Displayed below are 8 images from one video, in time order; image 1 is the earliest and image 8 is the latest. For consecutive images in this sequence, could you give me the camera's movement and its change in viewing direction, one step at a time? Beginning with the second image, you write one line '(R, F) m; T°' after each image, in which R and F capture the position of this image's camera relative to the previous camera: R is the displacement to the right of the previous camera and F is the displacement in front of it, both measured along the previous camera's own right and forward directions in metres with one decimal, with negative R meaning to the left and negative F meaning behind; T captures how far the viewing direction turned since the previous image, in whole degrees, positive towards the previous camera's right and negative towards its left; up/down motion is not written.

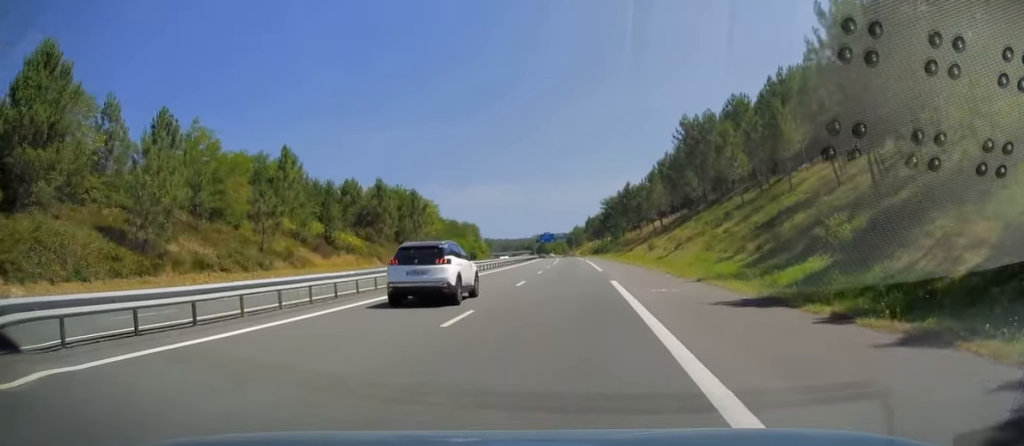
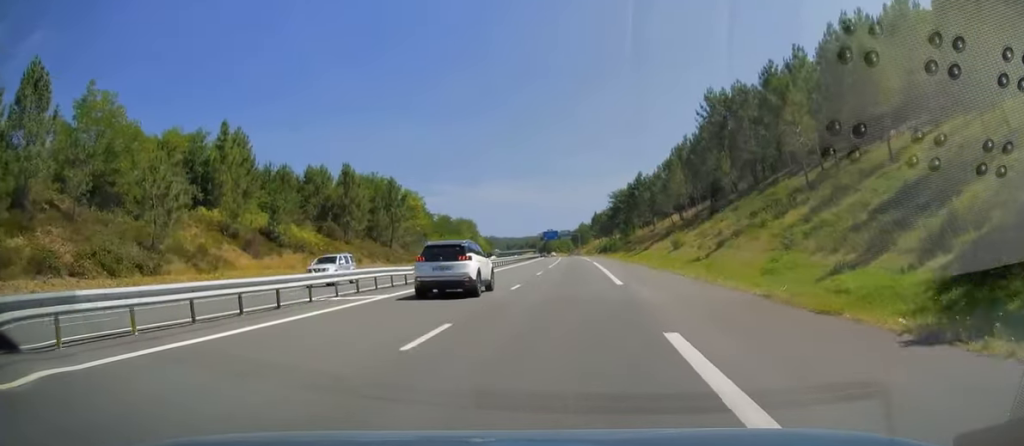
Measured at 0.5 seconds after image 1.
(-0.2, +16.3) m; -1°
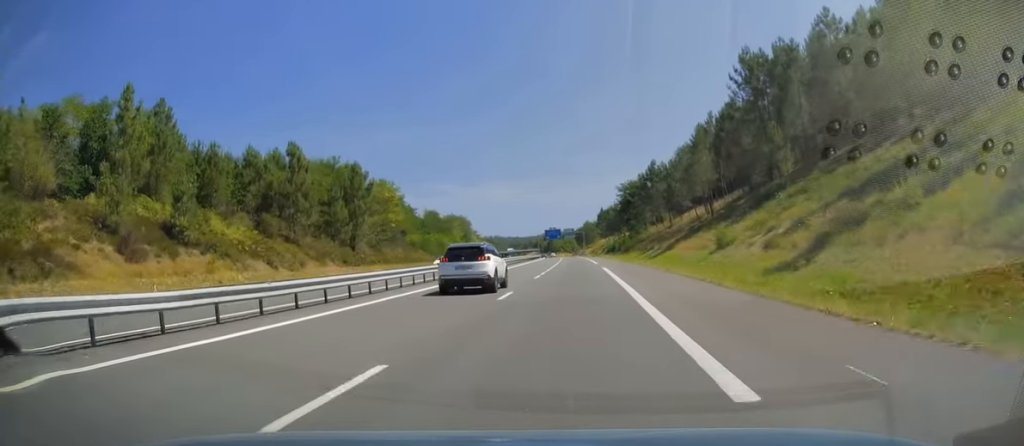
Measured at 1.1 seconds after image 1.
(-0.1, +17.3) m; 0°
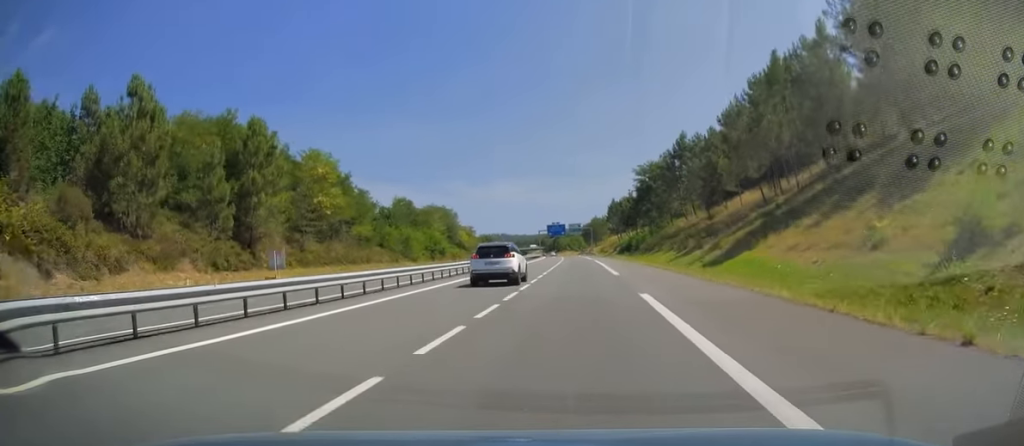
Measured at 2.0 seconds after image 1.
(-0.1, +27.1) m; 0°
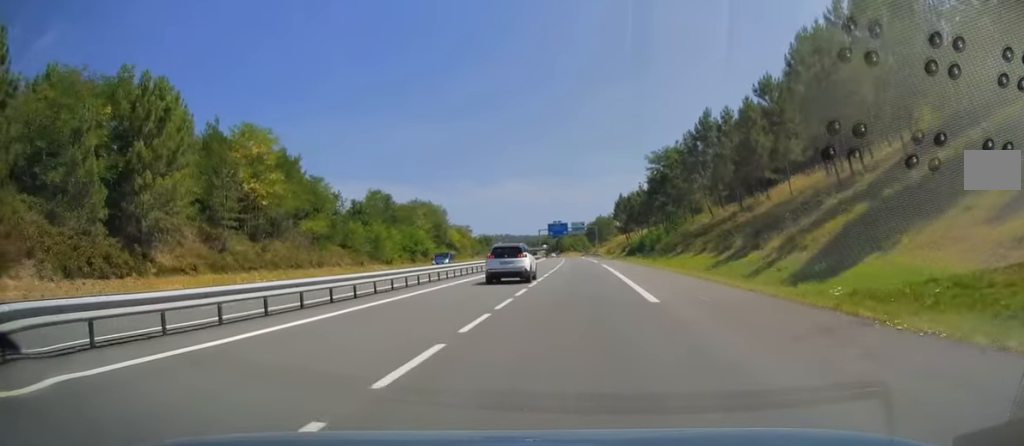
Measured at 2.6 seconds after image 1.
(0.0, +15.3) m; 0°
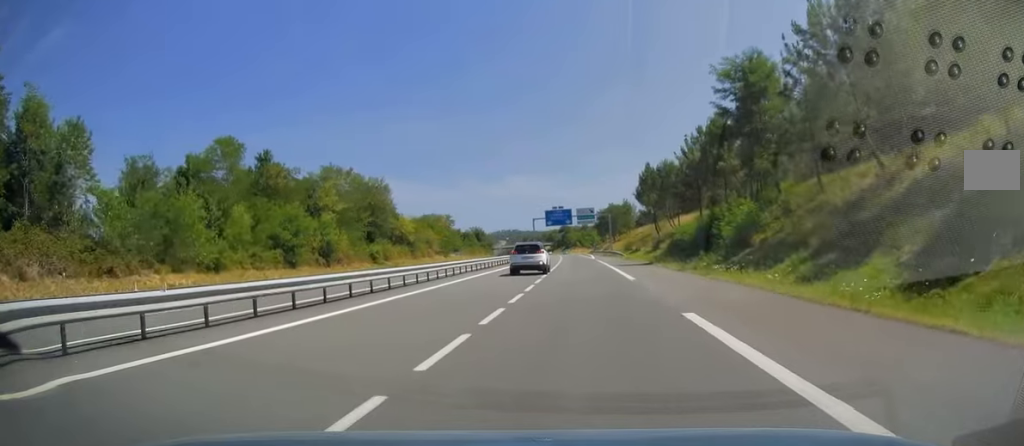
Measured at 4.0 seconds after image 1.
(-0.3, +42.9) m; -1°
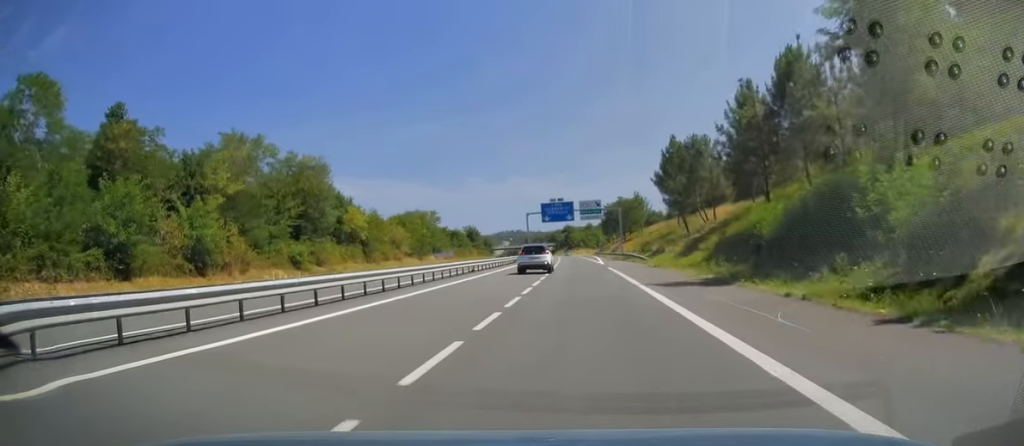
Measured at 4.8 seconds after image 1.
(-0.2, +22.7) m; -1°
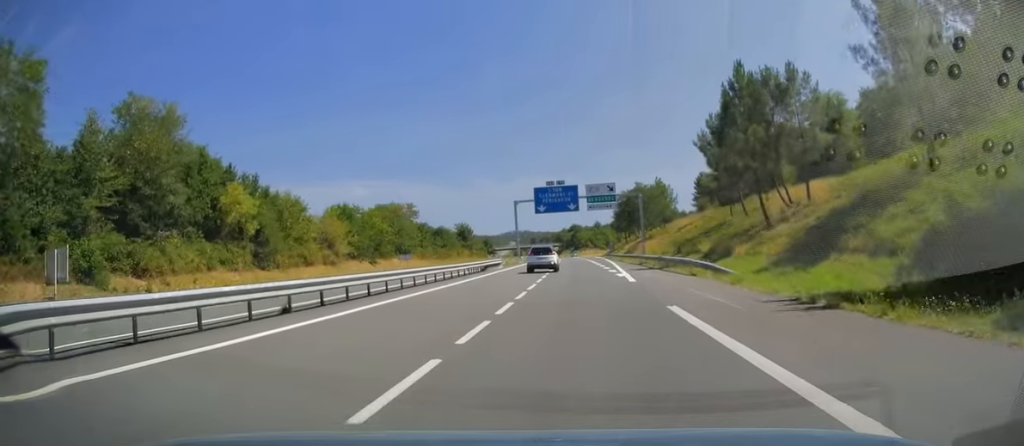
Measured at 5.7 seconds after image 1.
(-0.1, +27.7) m; 0°
